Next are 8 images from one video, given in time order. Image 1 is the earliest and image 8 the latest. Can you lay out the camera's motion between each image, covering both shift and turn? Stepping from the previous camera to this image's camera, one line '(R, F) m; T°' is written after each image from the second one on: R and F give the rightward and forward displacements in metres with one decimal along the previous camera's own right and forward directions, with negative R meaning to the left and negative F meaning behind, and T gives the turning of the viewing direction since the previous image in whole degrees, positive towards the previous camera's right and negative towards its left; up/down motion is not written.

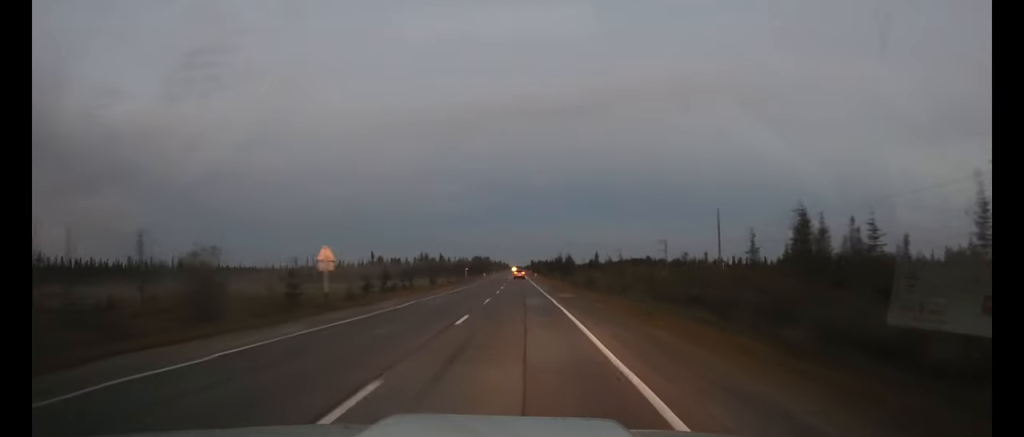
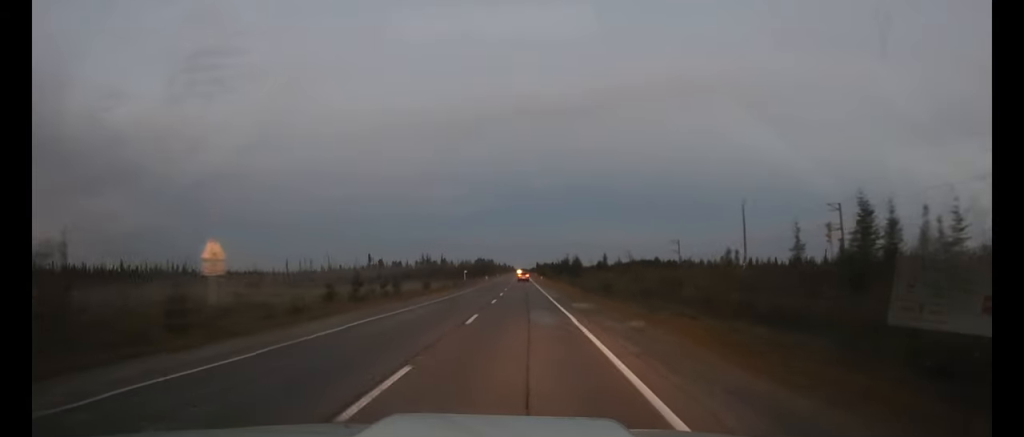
(0.0, +9.6) m; 0°
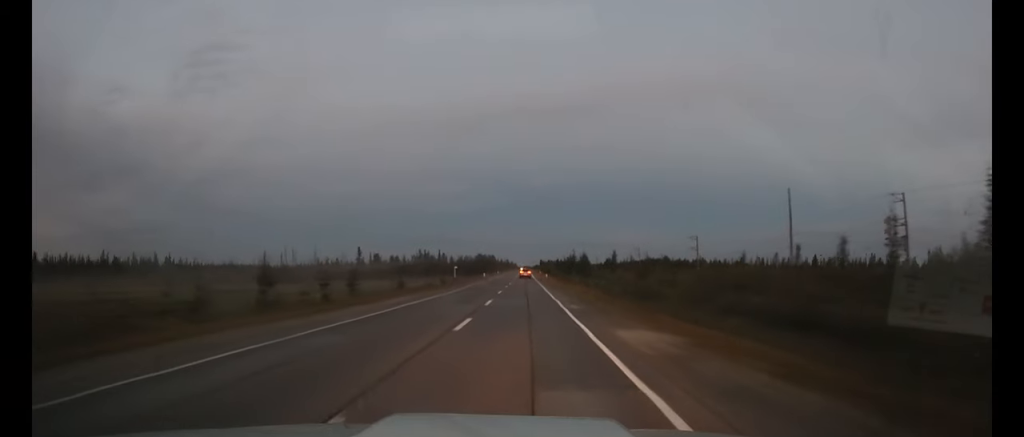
(0.0, +14.9) m; 0°
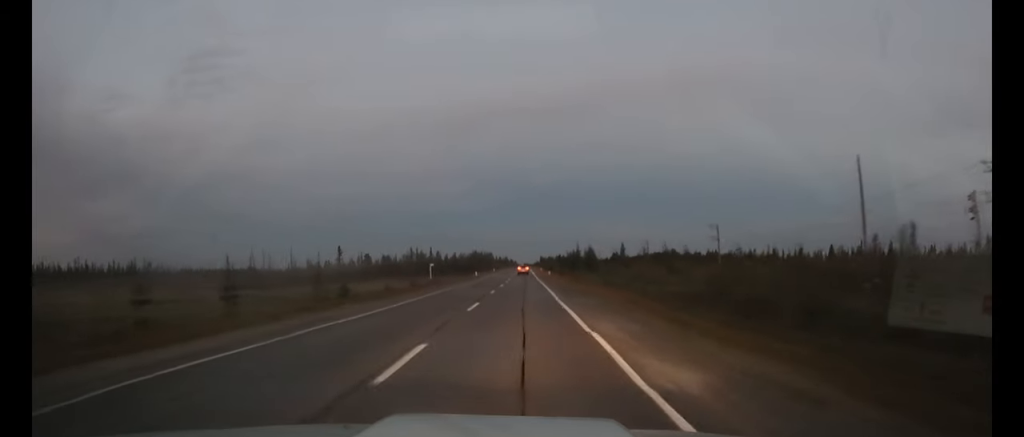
(-0.1, +17.8) m; 0°
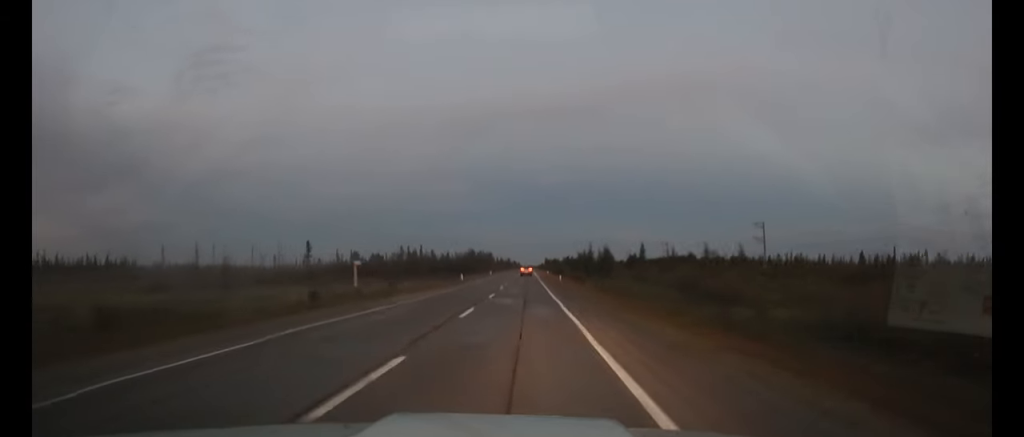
(-0.1, +25.5) m; 0°
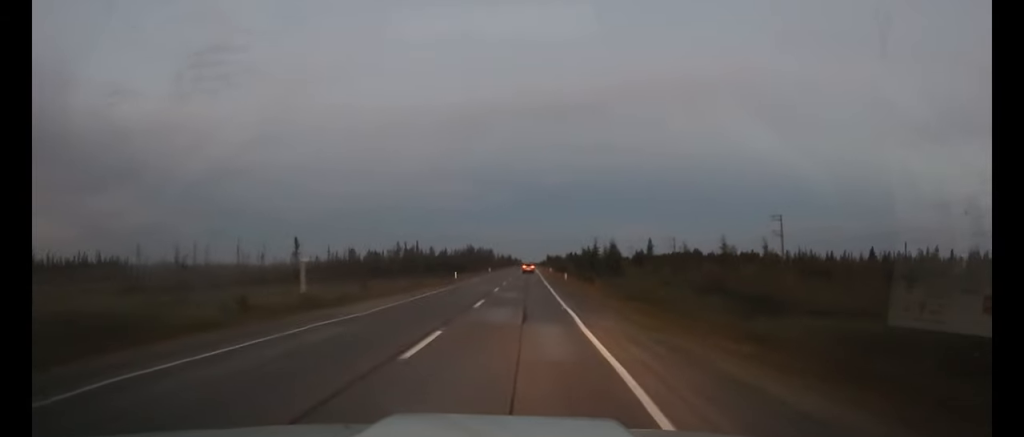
(0.0, +7.8) m; 0°
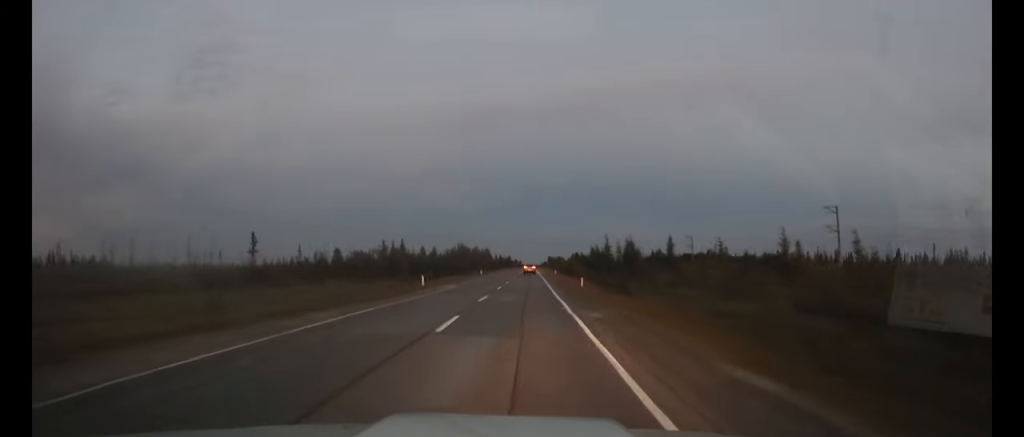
(-0.1, +21.3) m; 0°
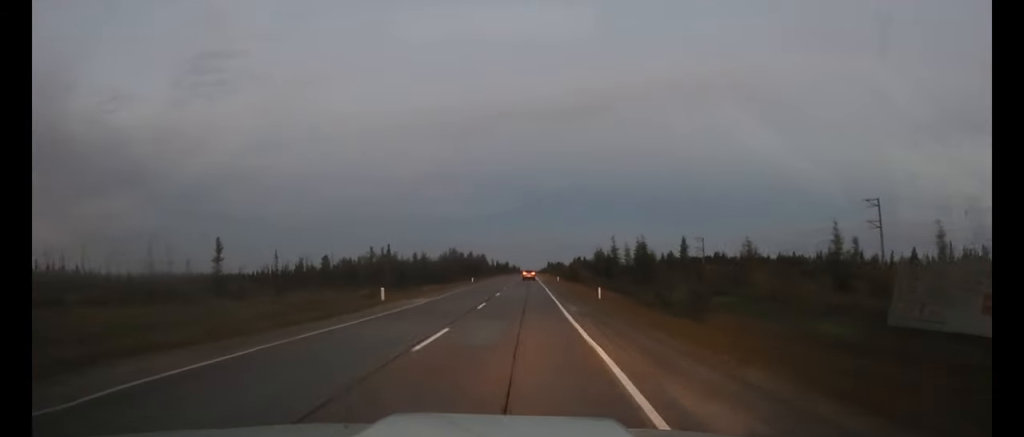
(0.0, +12.8) m; 0°
